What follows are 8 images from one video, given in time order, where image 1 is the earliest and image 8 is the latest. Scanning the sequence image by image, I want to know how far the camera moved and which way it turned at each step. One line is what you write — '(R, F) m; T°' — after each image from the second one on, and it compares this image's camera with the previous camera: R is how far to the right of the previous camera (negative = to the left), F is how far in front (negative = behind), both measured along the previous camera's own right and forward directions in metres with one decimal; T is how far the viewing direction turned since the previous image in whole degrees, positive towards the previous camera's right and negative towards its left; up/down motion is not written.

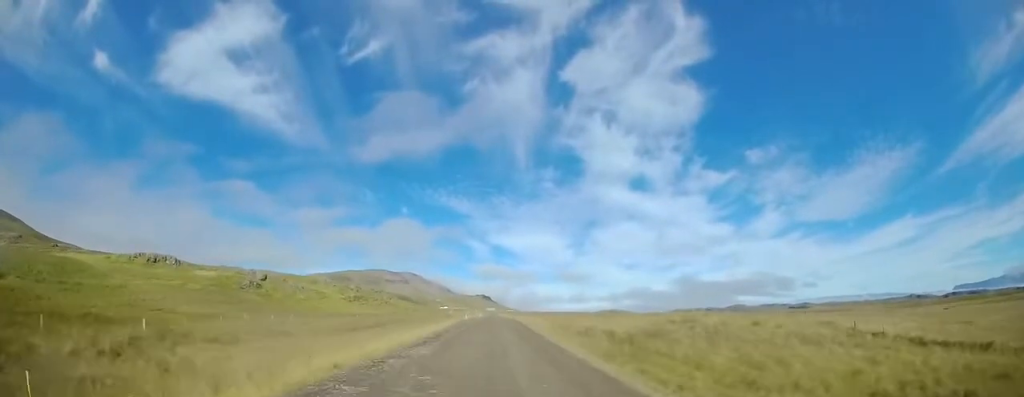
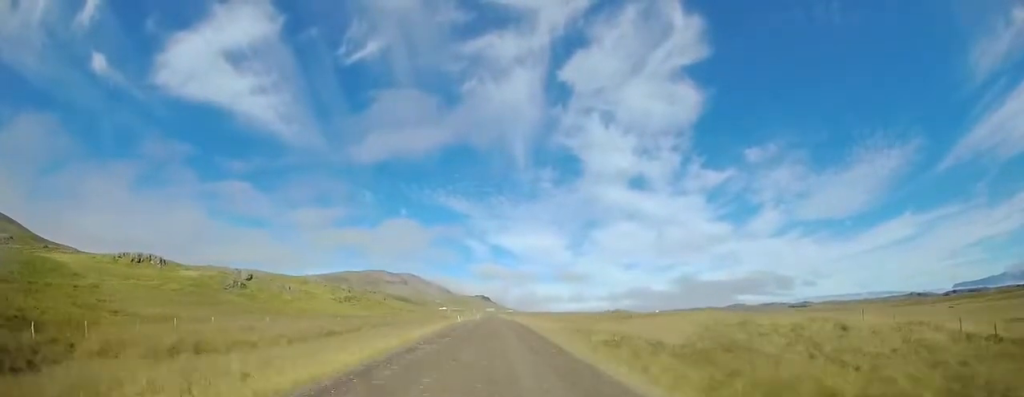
(-0.1, +9.2) m; 0°
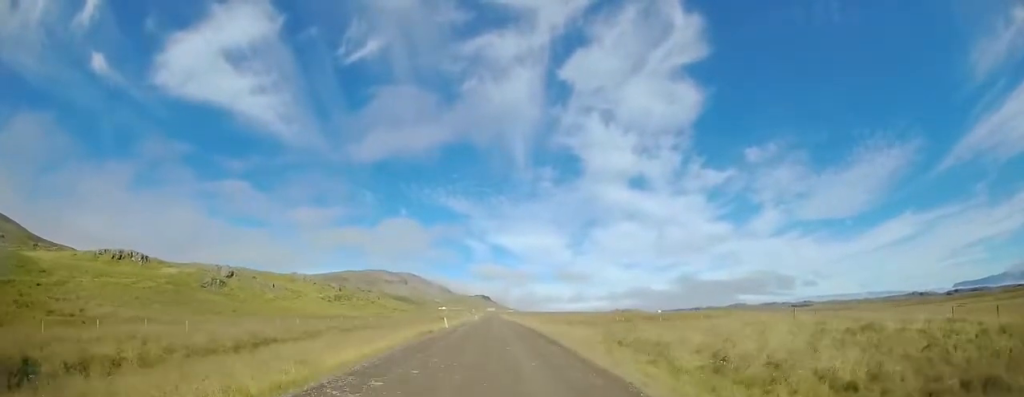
(+0.1, +11.6) m; 0°
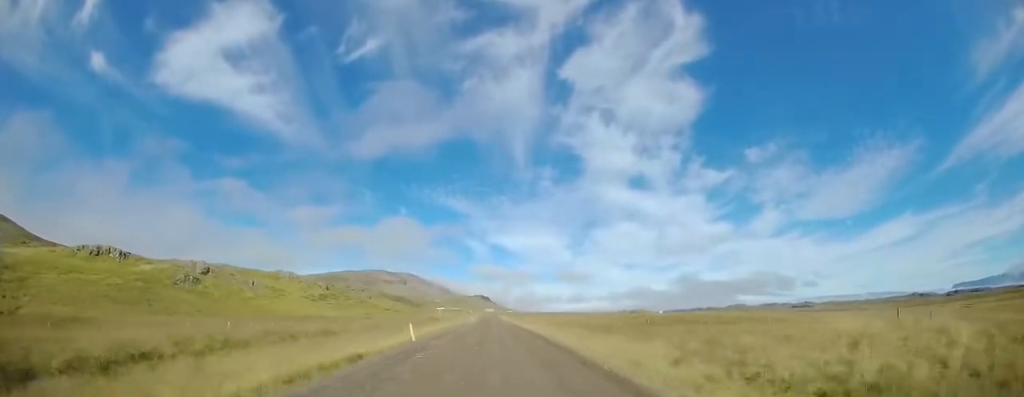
(+0.2, +12.3) m; 0°
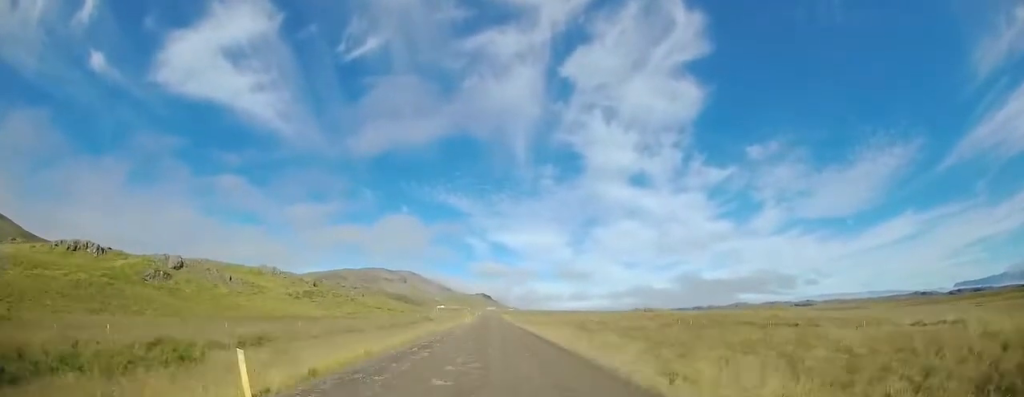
(-0.1, +12.9) m; -1°
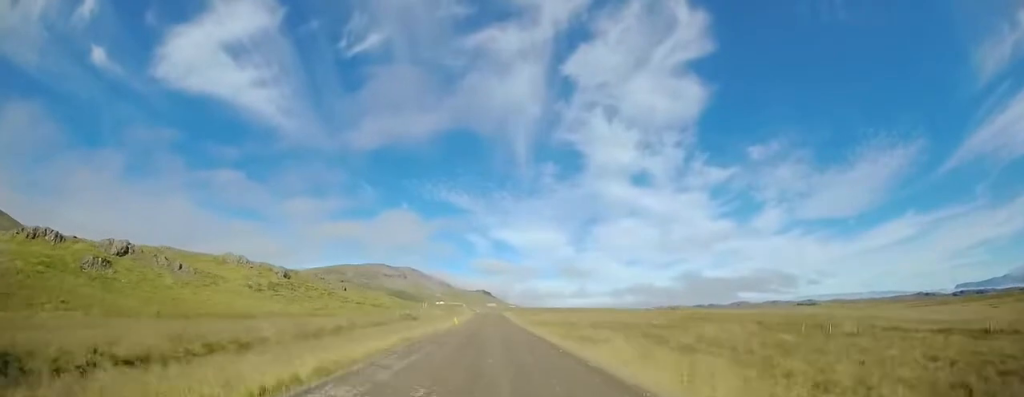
(-0.3, +21.7) m; 0°
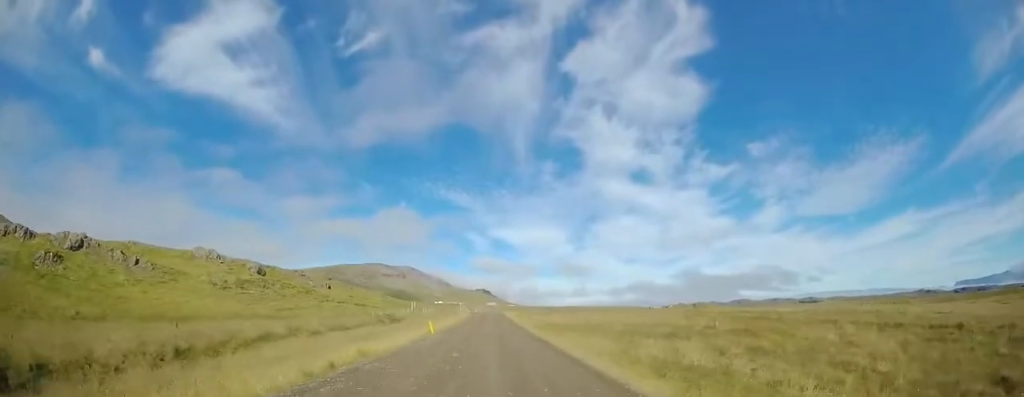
(+0.2, +14.5) m; +1°
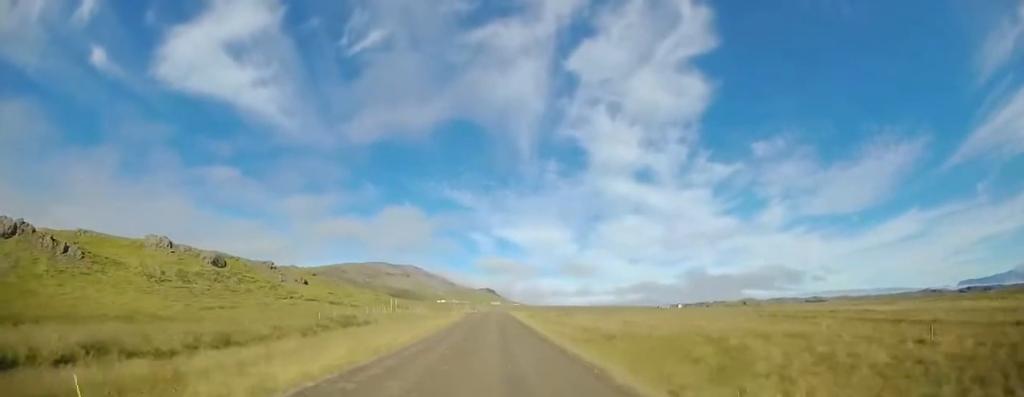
(+0.1, +21.3) m; -1°
